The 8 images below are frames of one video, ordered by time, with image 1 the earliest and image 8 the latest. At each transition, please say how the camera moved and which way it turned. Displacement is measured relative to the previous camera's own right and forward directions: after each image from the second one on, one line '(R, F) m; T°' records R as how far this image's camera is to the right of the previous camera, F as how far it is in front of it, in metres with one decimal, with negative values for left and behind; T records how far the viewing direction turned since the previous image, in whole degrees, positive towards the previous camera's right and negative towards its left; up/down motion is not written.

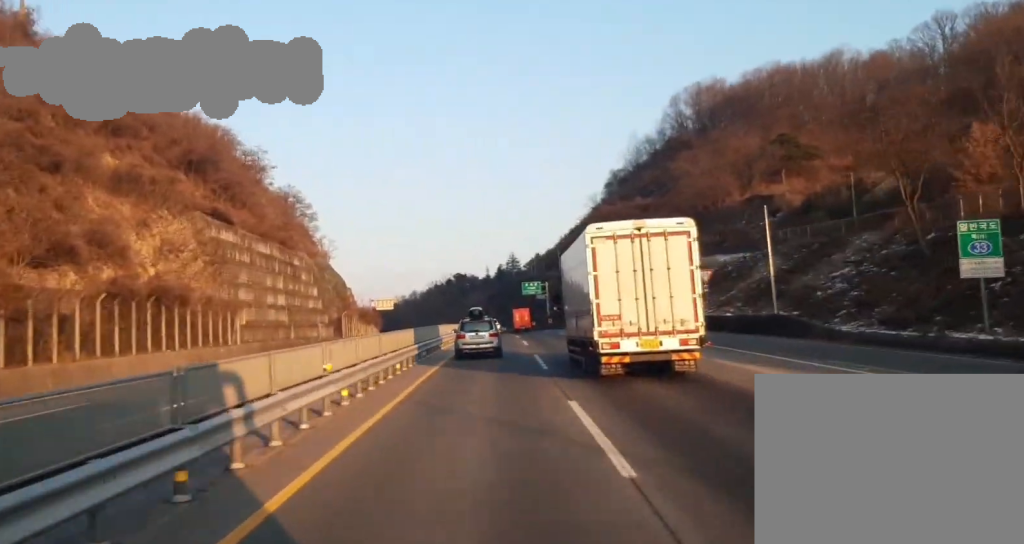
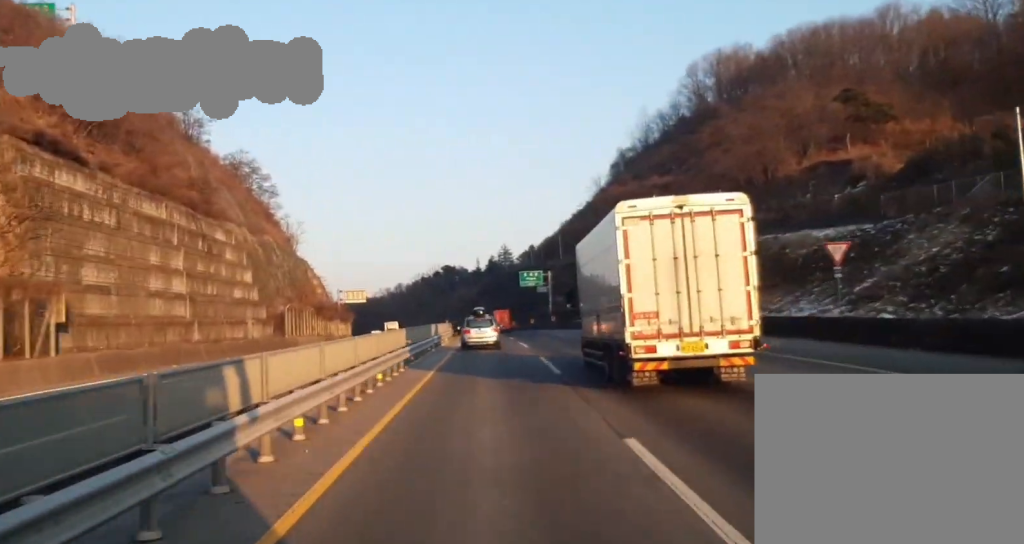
(+0.1, +25.8) m; 0°
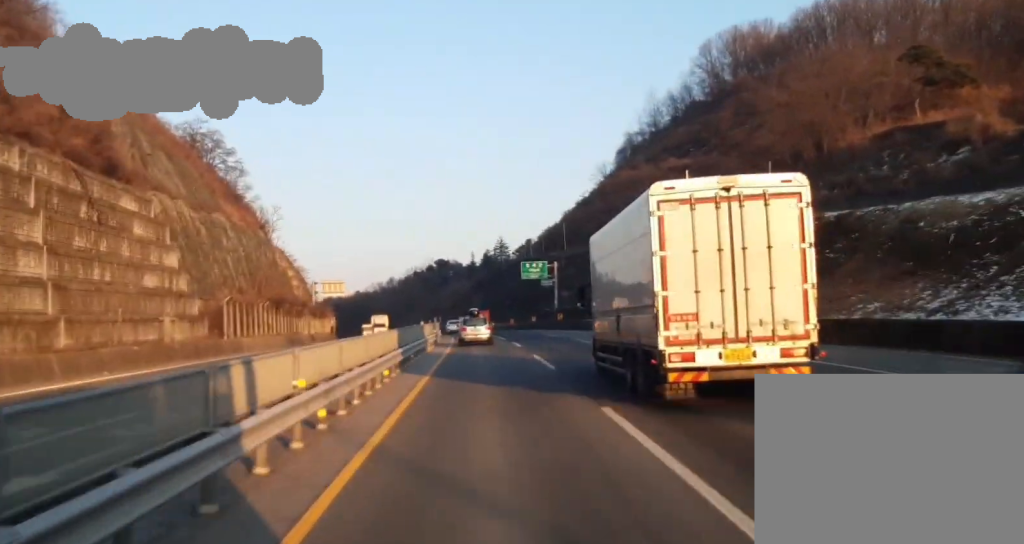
(+0.1, +19.0) m; 0°
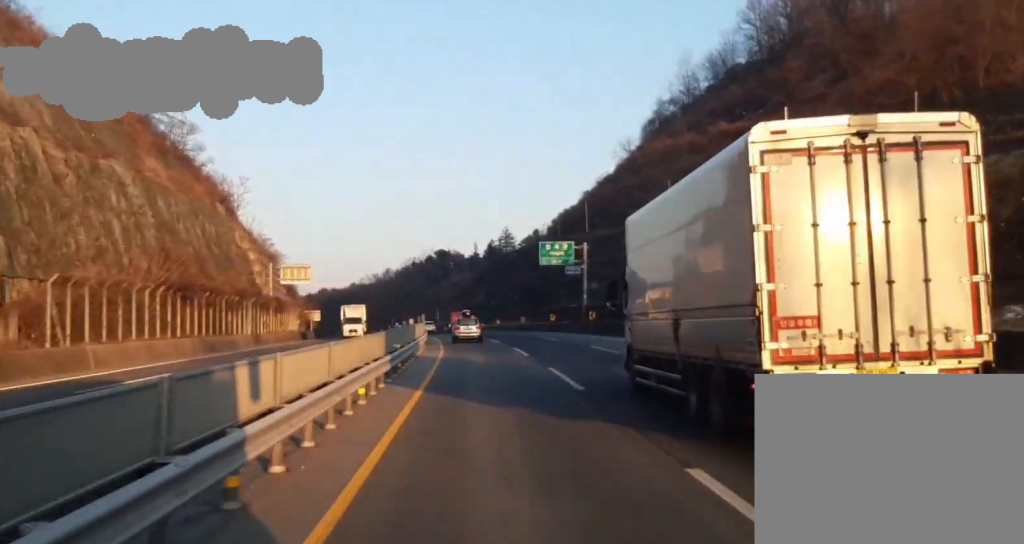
(0.0, +25.7) m; -1°
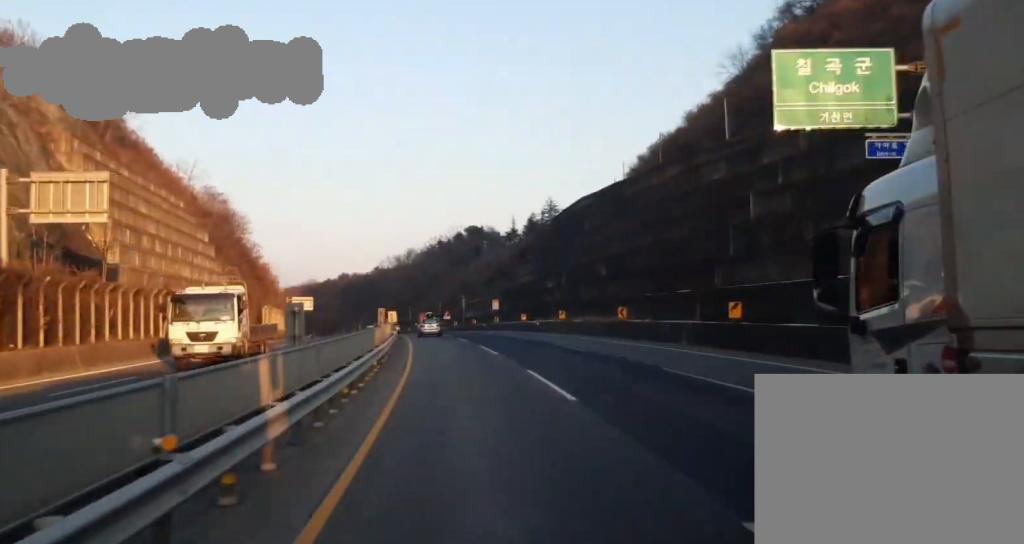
(-1.5, +59.2) m; -3°
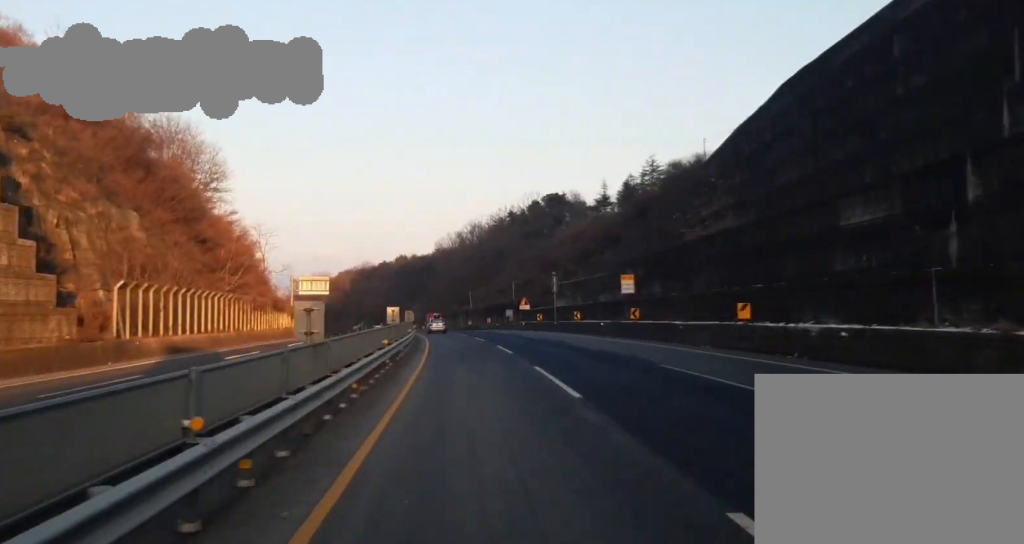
(0.0, +57.8) m; 0°
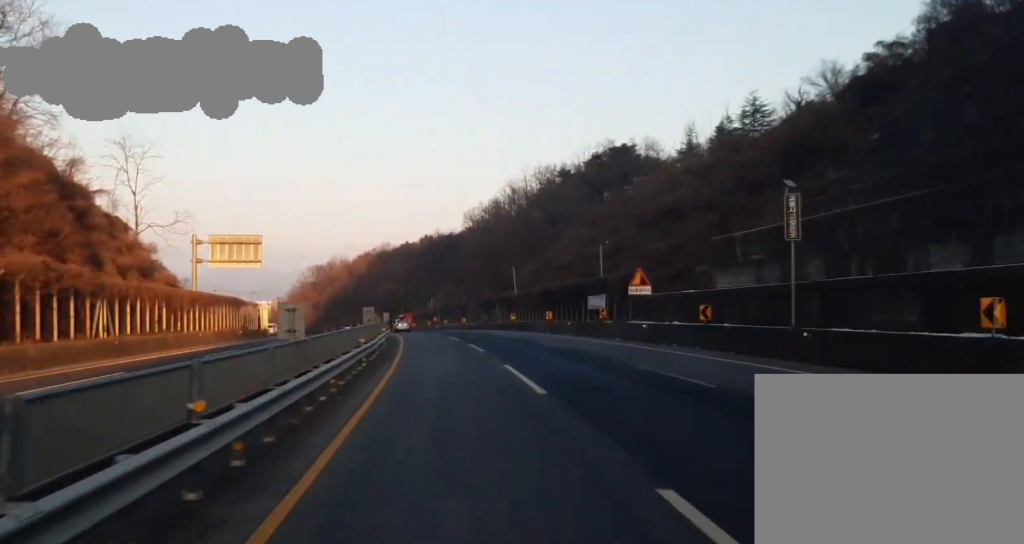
(0.0, +56.6) m; 0°
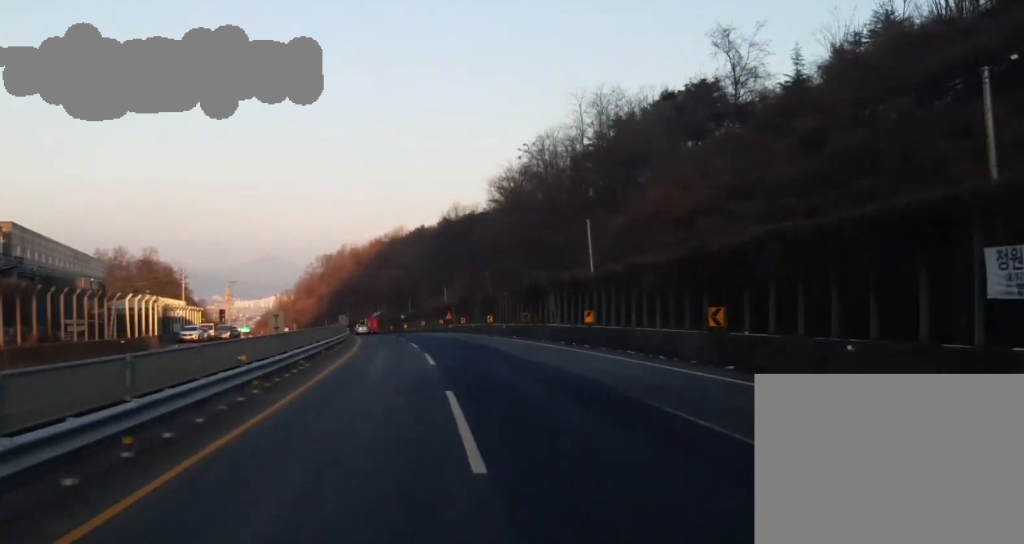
(0.0, +47.5) m; -2°
